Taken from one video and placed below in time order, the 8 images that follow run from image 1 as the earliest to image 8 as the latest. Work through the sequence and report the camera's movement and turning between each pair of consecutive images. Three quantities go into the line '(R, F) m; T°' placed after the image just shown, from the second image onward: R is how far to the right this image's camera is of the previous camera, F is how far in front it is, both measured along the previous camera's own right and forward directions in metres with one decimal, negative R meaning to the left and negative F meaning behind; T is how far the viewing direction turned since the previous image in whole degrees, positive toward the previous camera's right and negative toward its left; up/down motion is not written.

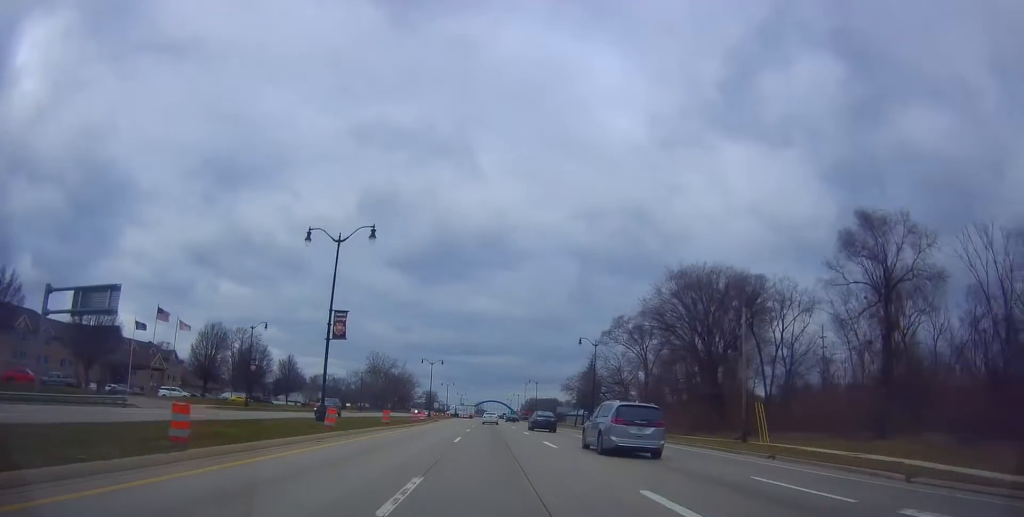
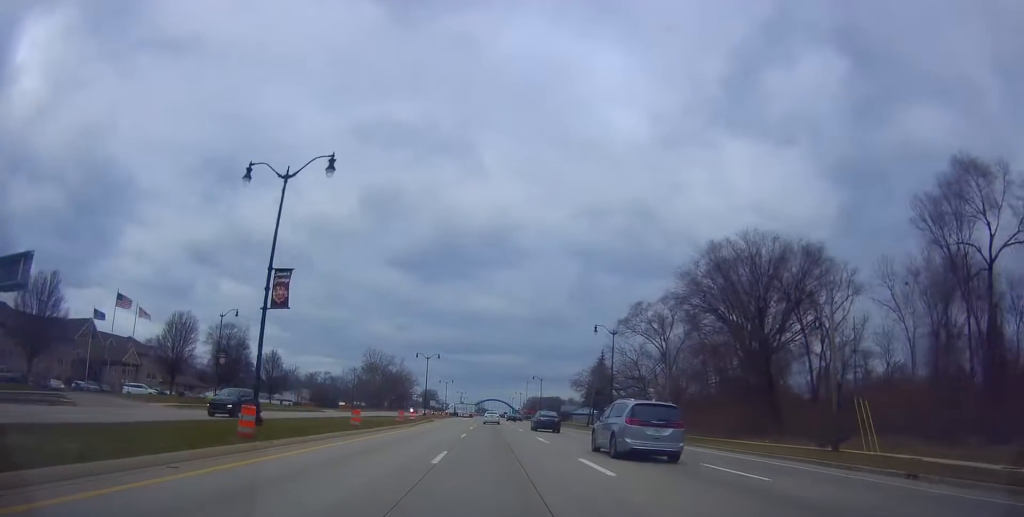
(+0.3, +9.7) m; 0°
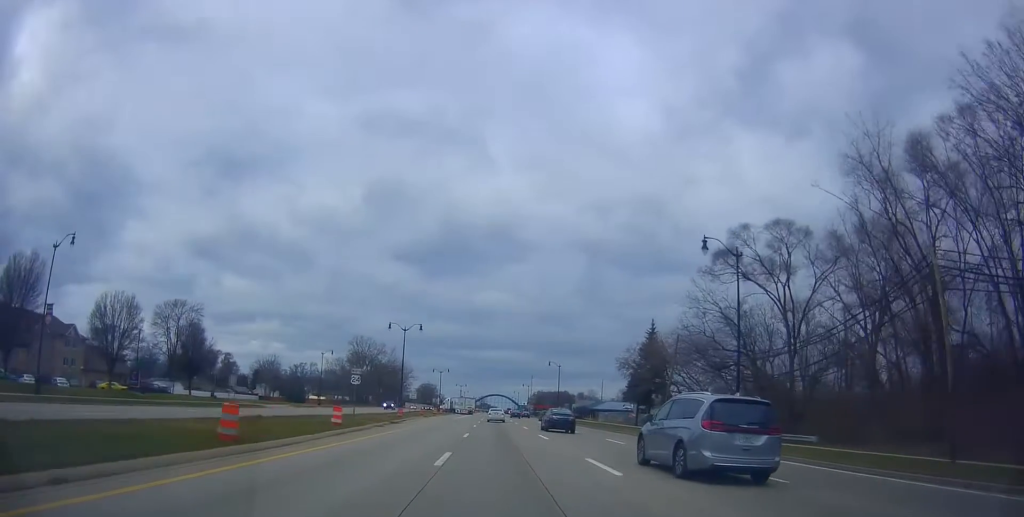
(-0.7, +31.5) m; -2°
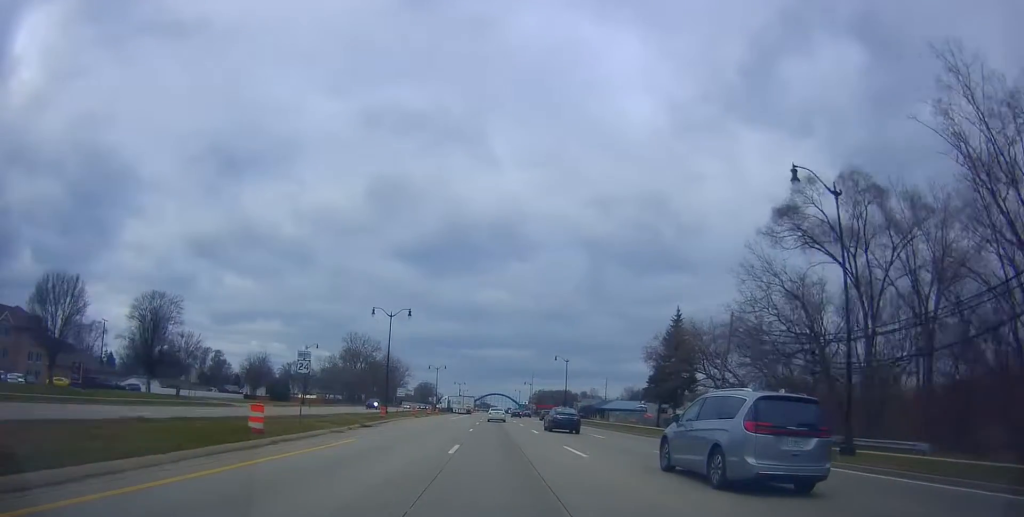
(0.0, +10.6) m; 0°
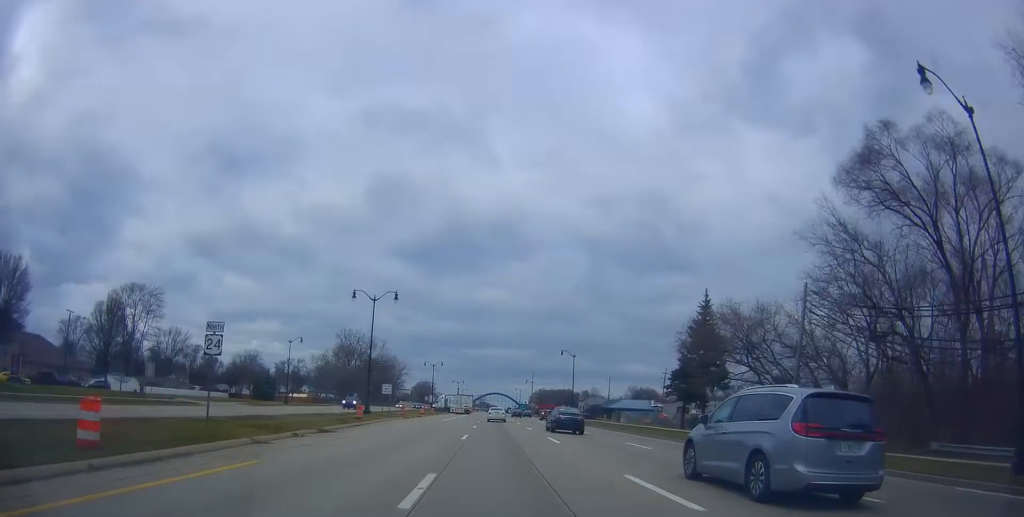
(+0.1, +9.1) m; 0°
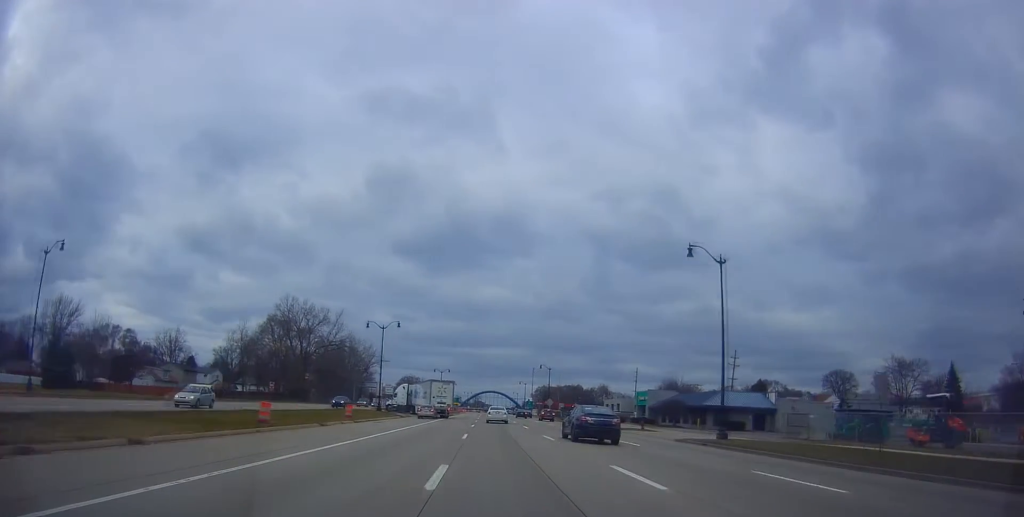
(+1.8, +60.3) m; +3°
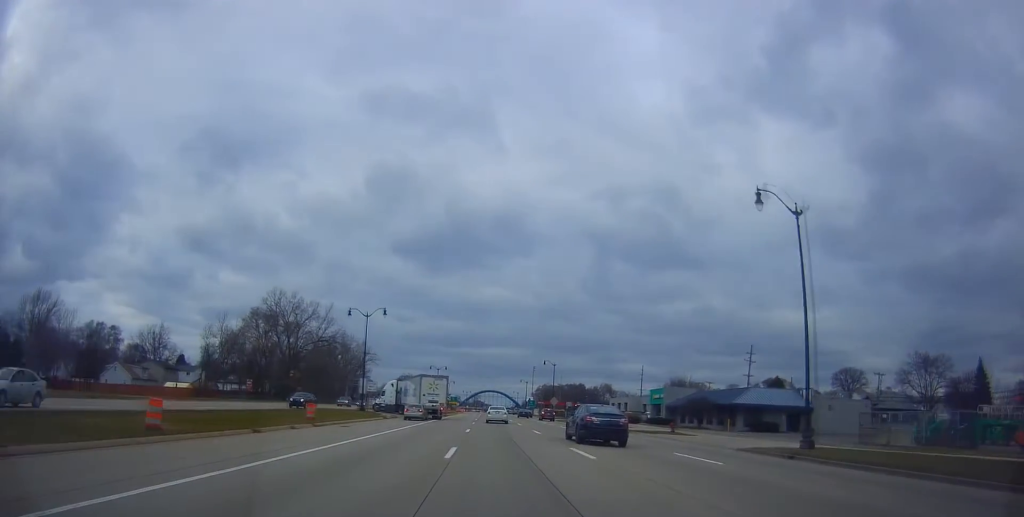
(+0.2, +9.3) m; -1°
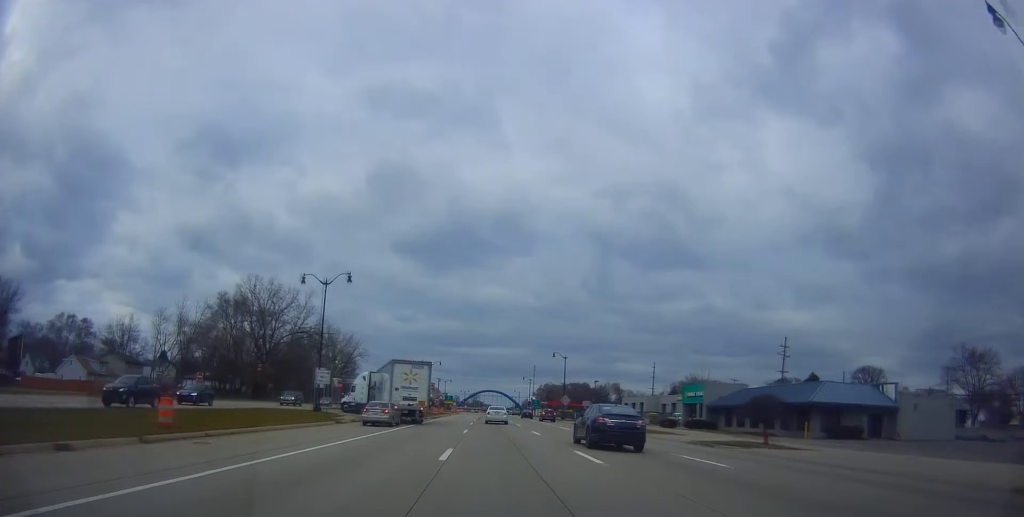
(-0.5, +16.2) m; 0°
